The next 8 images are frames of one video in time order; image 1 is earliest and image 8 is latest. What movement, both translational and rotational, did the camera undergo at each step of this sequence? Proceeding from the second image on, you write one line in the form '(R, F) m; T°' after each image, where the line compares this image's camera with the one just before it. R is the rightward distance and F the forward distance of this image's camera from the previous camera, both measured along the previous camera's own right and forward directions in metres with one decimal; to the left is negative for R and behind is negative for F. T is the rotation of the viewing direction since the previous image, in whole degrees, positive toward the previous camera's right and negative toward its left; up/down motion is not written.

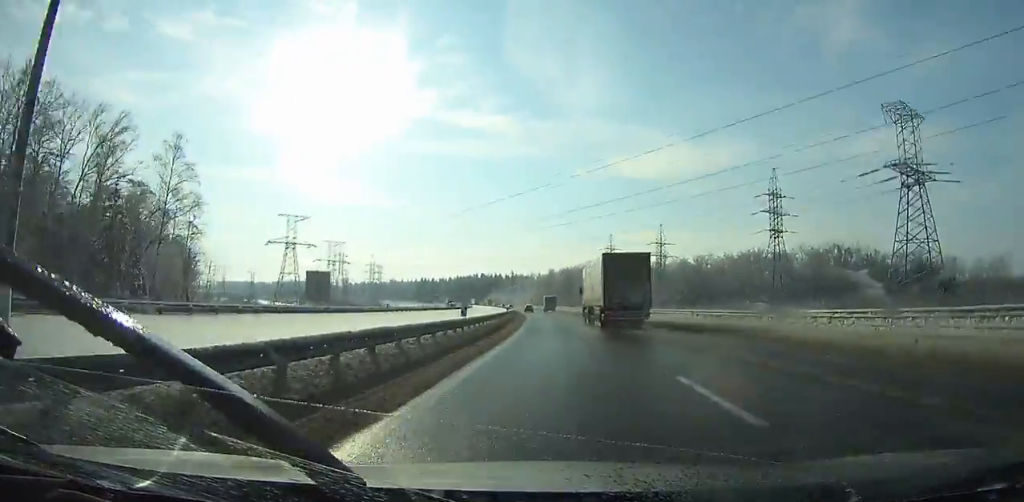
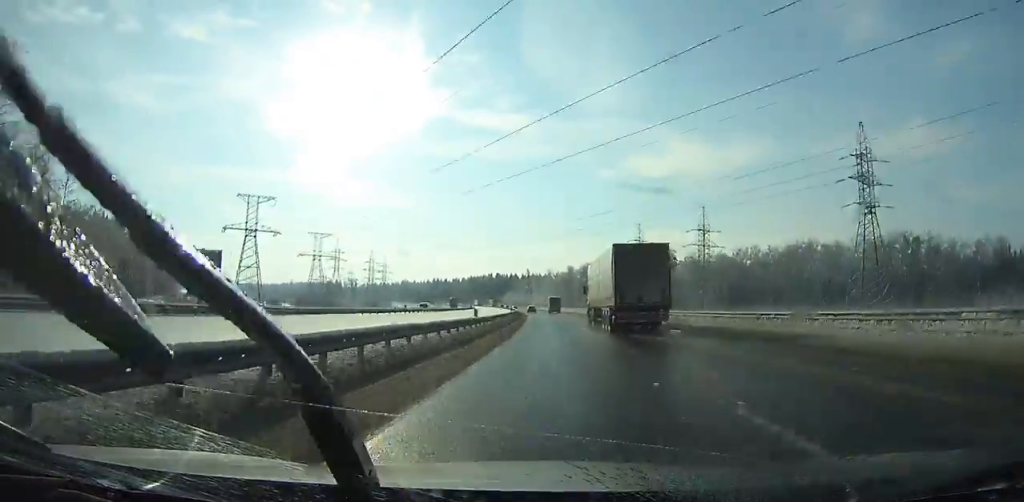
(-0.6, +34.4) m; -2°
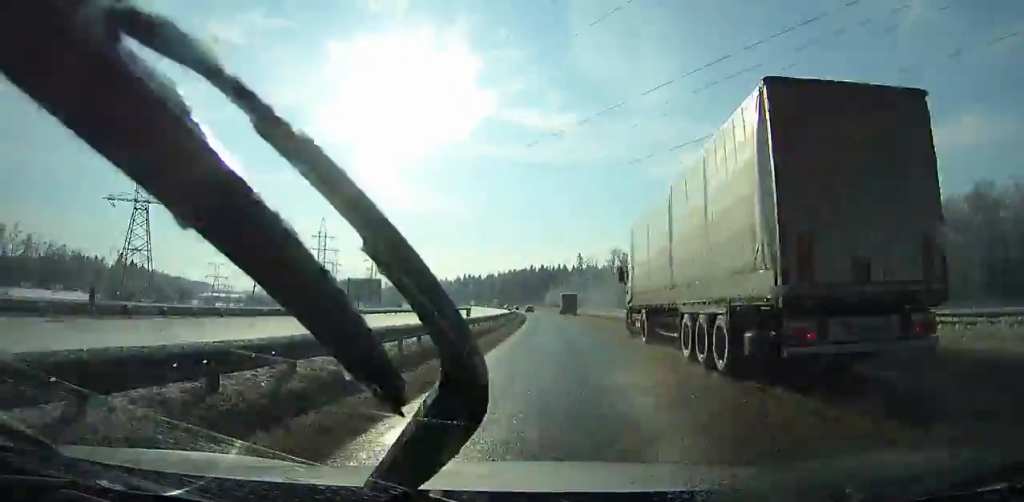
(-6.3, +122.0) m; -6°
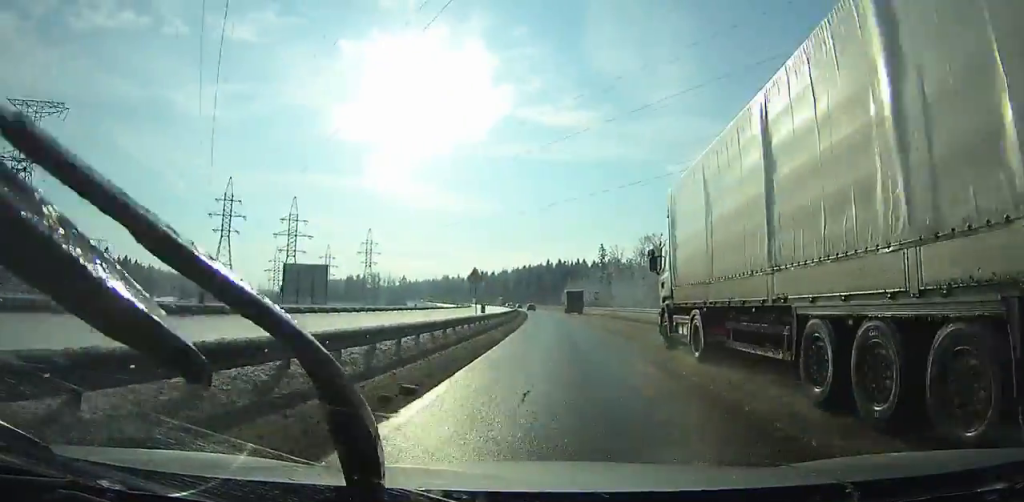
(-0.5, +34.6) m; -2°
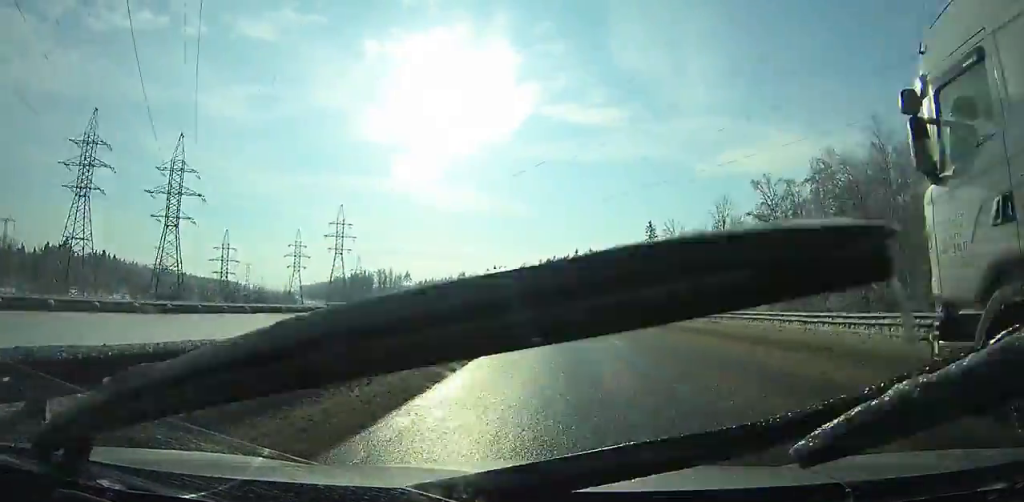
(-1.7, +61.0) m; -3°
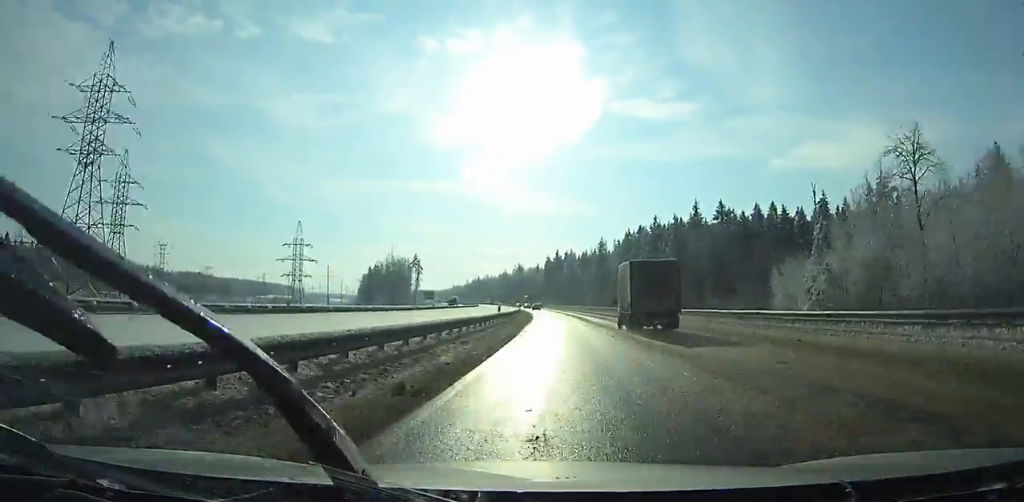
(-7.1, +131.5) m; -7°
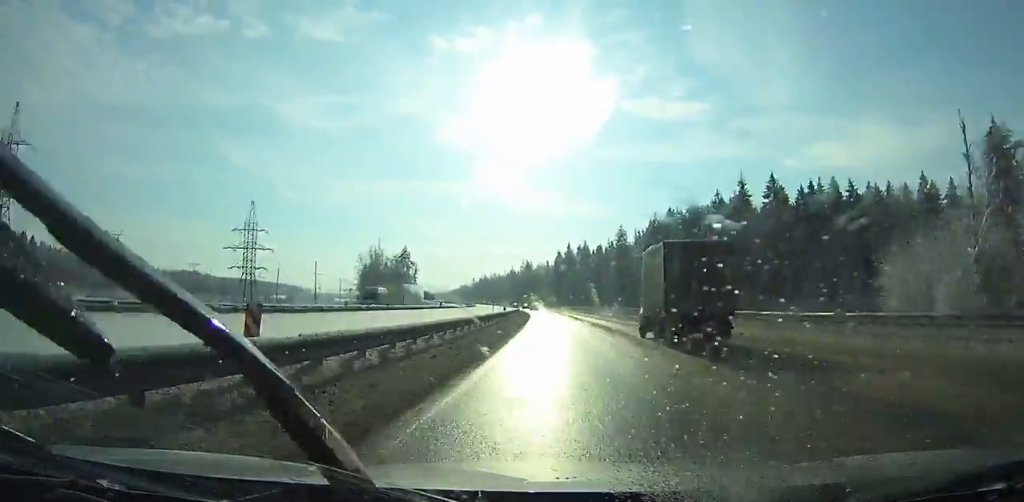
(-0.9, +31.2) m; -2°
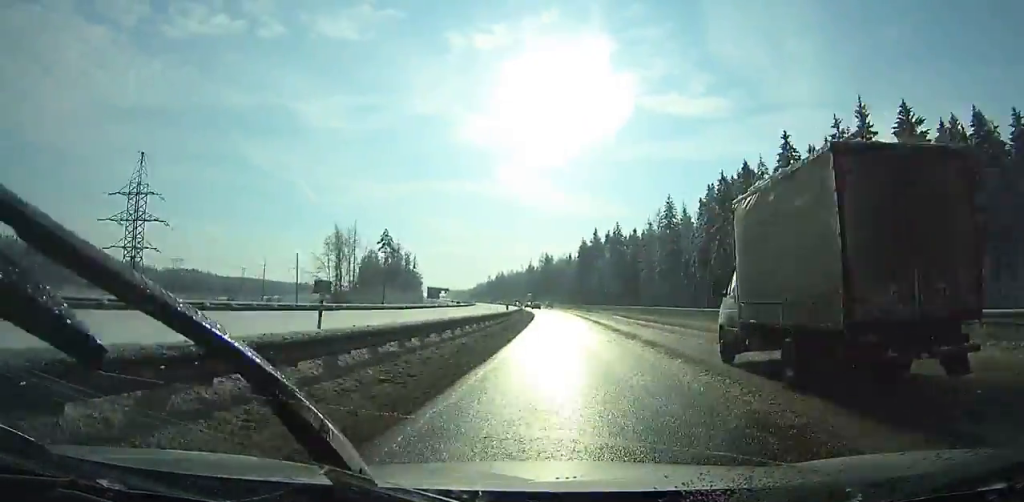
(-0.5, +44.1) m; -2°
